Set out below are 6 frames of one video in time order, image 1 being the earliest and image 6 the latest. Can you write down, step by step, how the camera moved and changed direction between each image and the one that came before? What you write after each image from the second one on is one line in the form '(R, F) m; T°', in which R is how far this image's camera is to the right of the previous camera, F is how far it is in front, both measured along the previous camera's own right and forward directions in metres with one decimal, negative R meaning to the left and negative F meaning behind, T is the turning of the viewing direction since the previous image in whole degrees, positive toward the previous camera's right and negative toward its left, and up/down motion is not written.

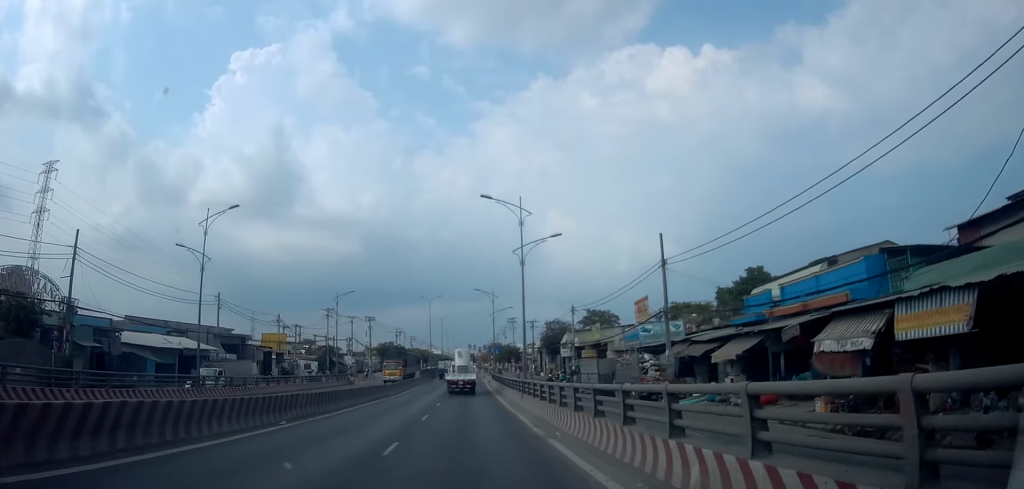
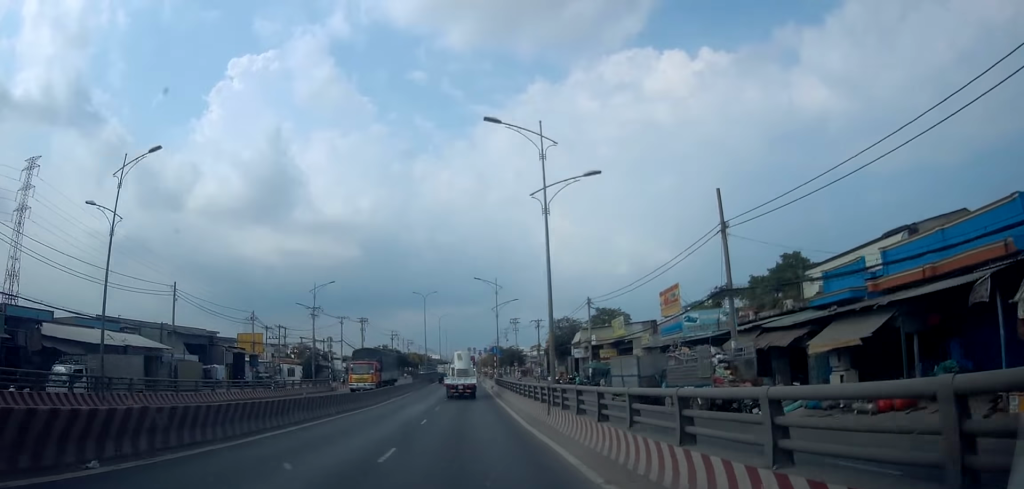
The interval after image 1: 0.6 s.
(+0.3, +8.5) m; 0°
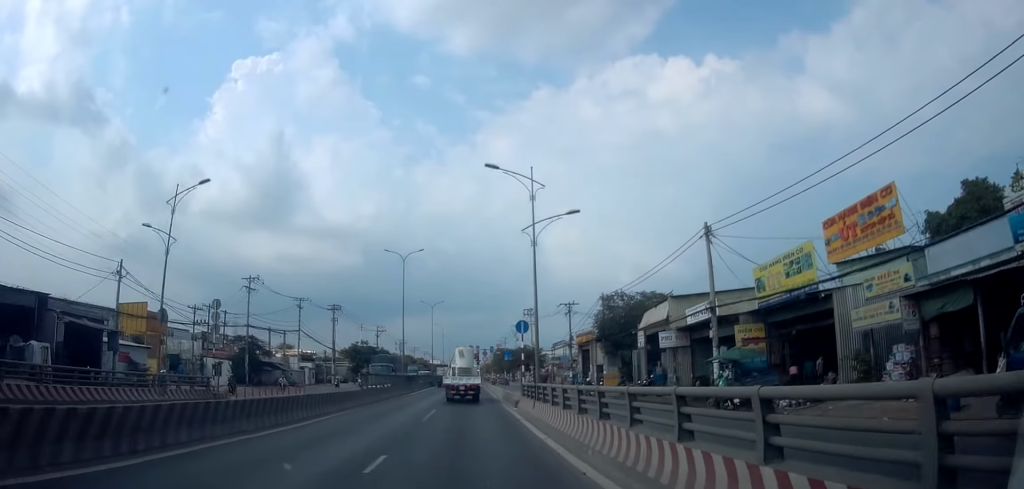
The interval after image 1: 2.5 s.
(-0.1, +26.5) m; 0°
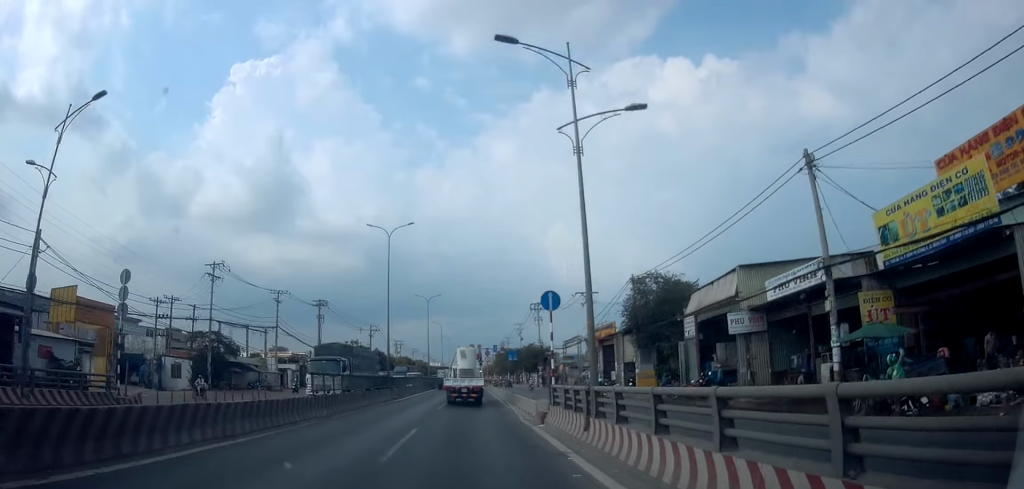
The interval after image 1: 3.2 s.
(+0.6, +9.2) m; 0°
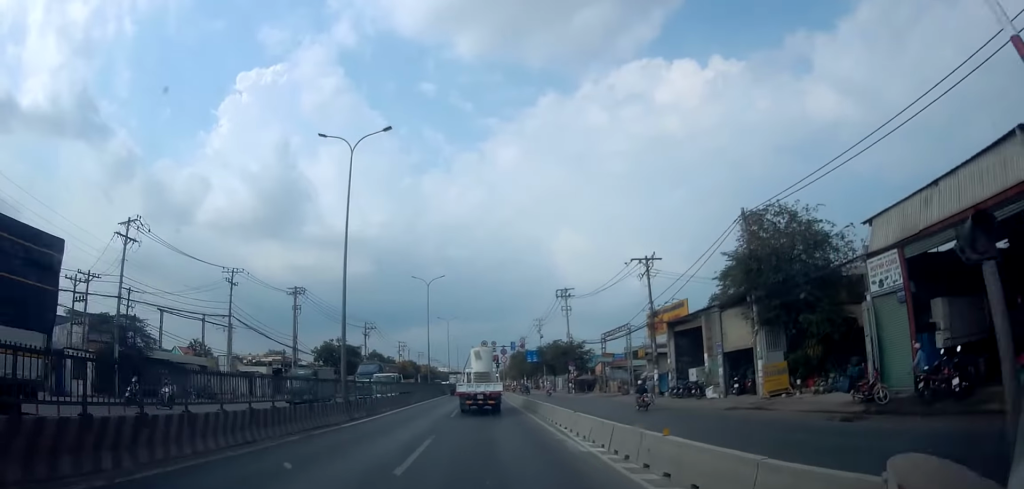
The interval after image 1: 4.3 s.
(-0.8, +15.7) m; -1°
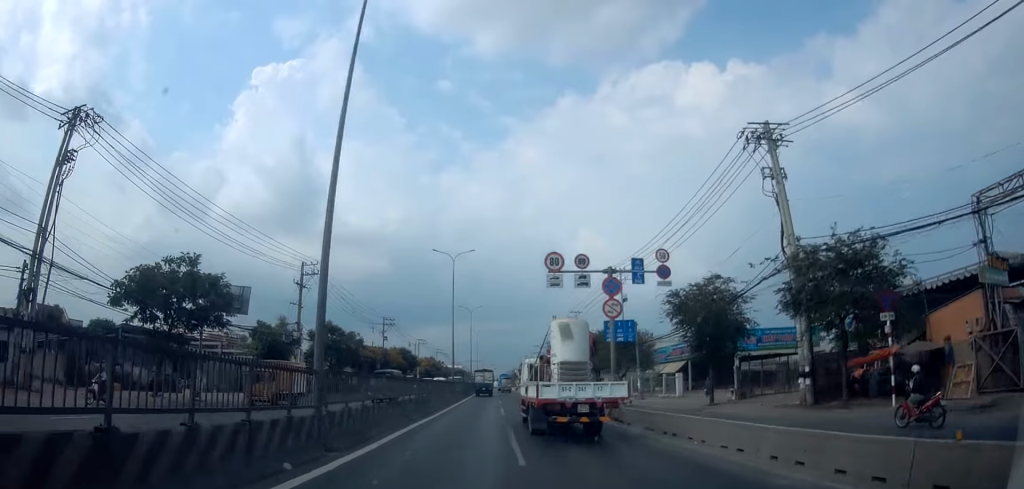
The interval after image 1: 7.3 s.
(-1.2, +45.1) m; 0°
